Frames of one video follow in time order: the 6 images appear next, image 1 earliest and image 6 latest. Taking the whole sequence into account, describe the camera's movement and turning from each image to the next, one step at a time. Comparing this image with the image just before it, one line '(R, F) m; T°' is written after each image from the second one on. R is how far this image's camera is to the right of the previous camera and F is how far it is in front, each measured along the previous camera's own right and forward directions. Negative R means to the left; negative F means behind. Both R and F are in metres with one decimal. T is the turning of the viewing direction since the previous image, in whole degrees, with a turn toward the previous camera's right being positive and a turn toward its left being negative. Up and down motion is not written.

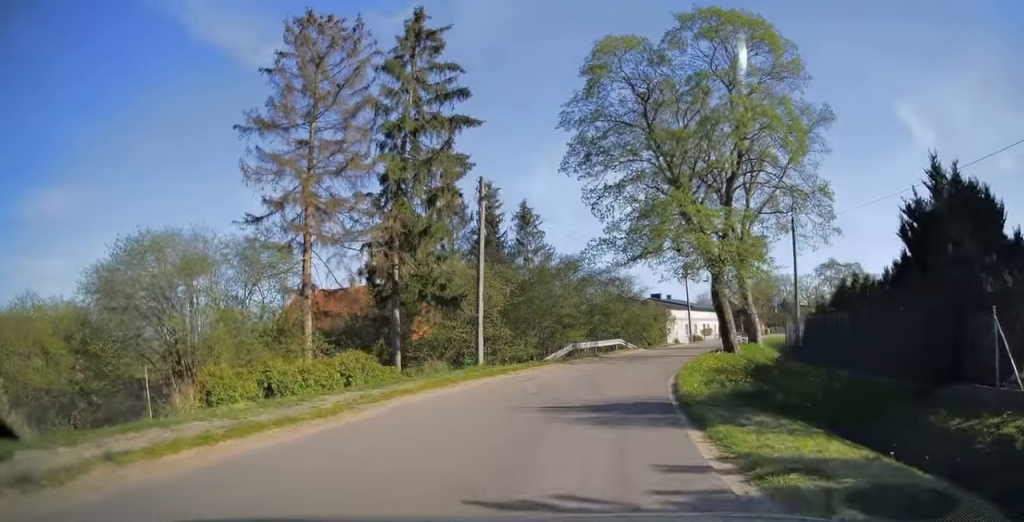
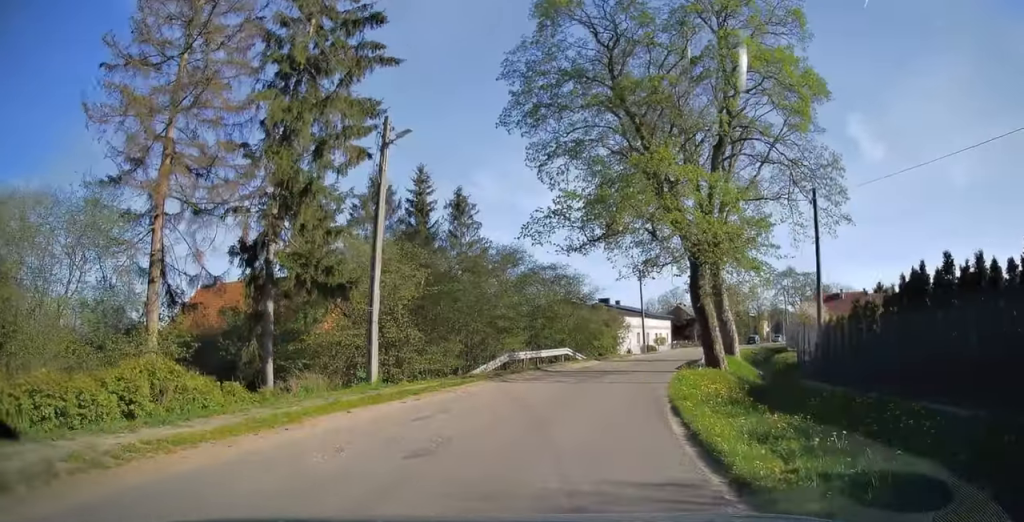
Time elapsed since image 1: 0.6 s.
(+0.4, +7.3) m; +5°
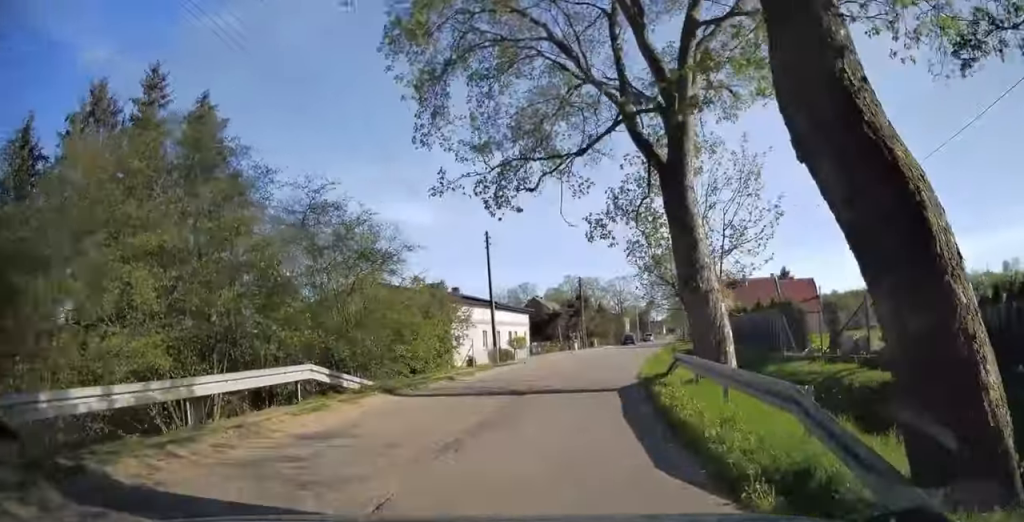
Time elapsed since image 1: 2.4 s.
(+2.6, +20.3) m; +14°
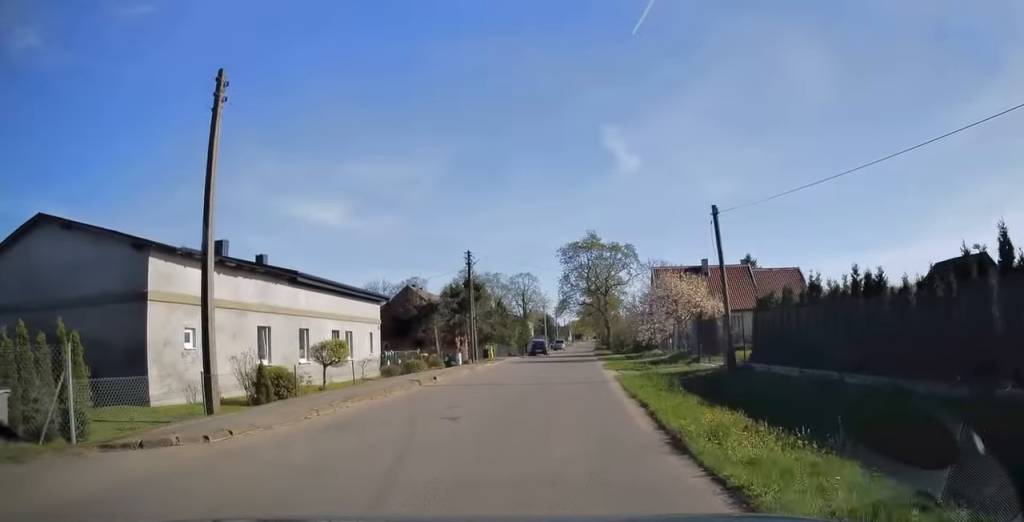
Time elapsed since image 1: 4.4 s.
(+2.4, +22.8) m; +10°
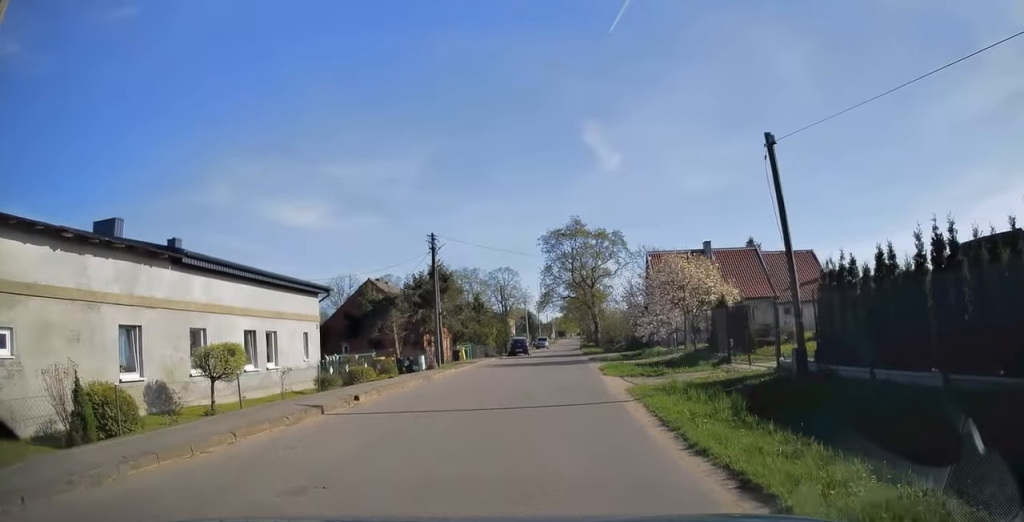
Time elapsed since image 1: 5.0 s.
(+0.2, +7.0) m; +2°
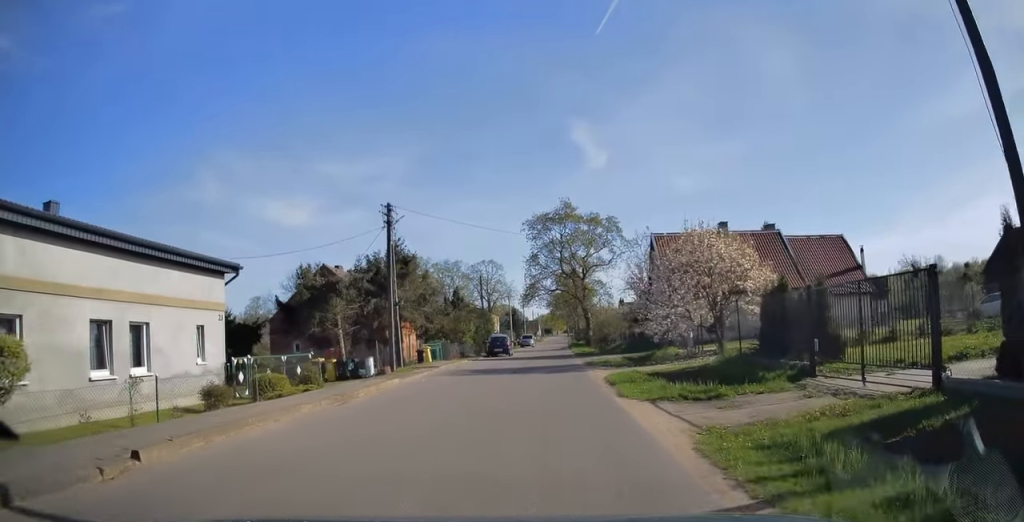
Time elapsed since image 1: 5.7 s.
(+0.2, +7.7) m; +1°
